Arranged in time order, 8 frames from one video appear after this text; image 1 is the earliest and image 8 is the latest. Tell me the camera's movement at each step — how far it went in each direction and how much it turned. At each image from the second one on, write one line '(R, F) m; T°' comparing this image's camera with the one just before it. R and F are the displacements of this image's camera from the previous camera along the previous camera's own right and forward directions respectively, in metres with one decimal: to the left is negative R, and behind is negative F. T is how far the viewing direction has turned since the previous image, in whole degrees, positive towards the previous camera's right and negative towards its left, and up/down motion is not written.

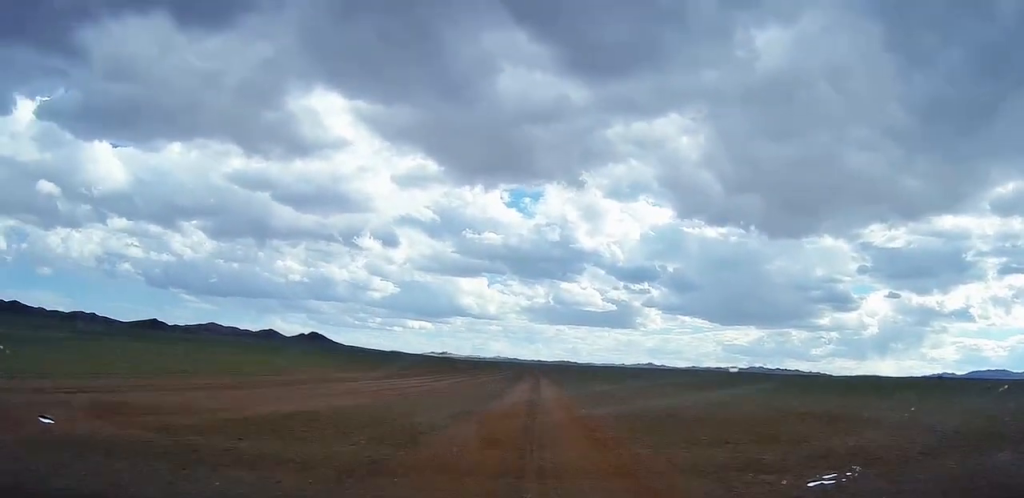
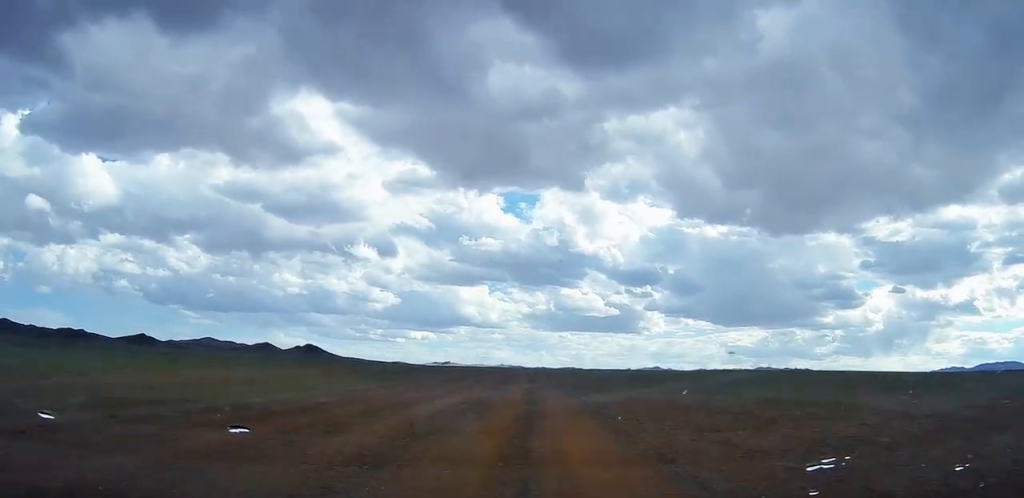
(+0.3, +106.5) m; -1°
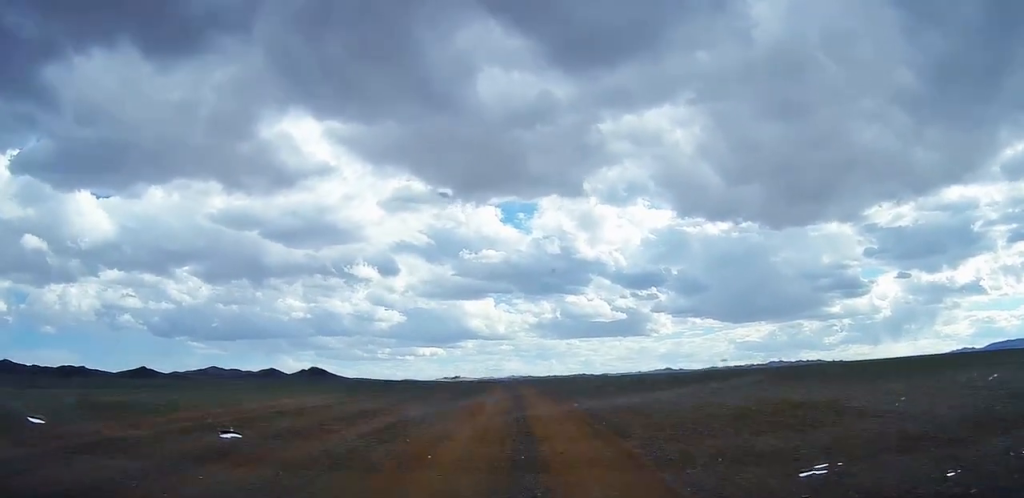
(-0.6, +46.5) m; -1°
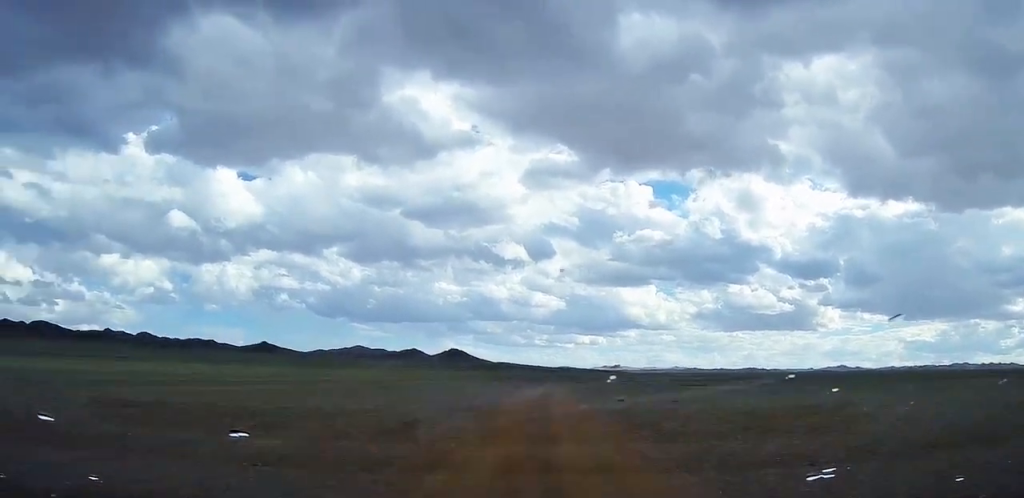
(-36.8, +509.1) m; -5°
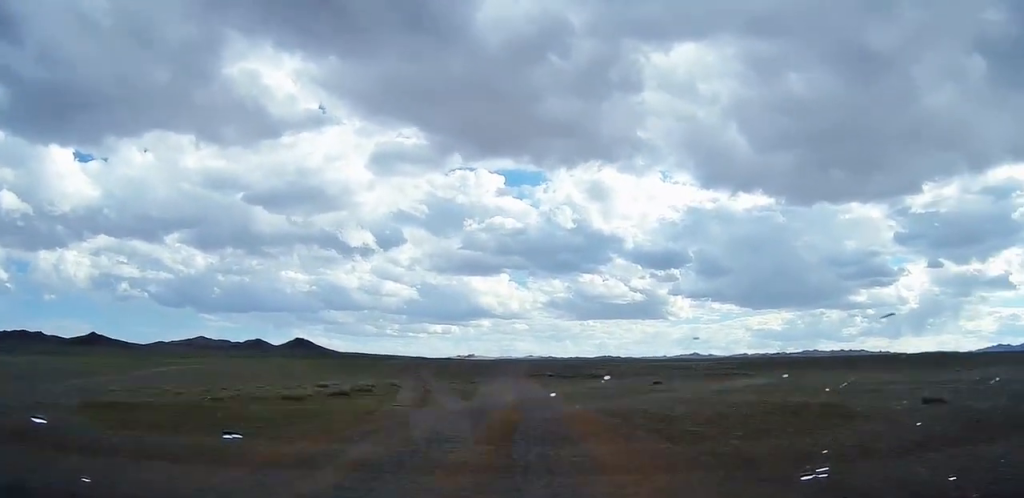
(+0.8, +160.4) m; +7°
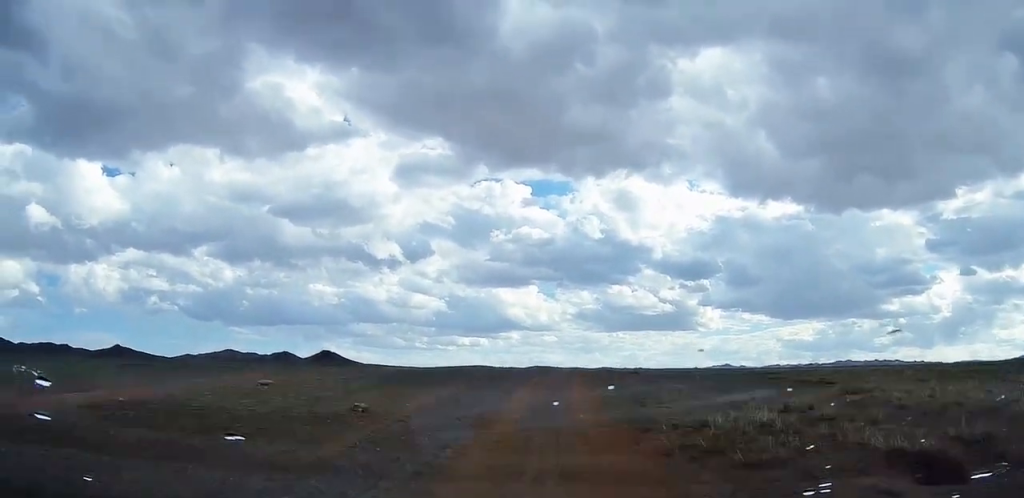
(+7.3, +51.9) m; +4°
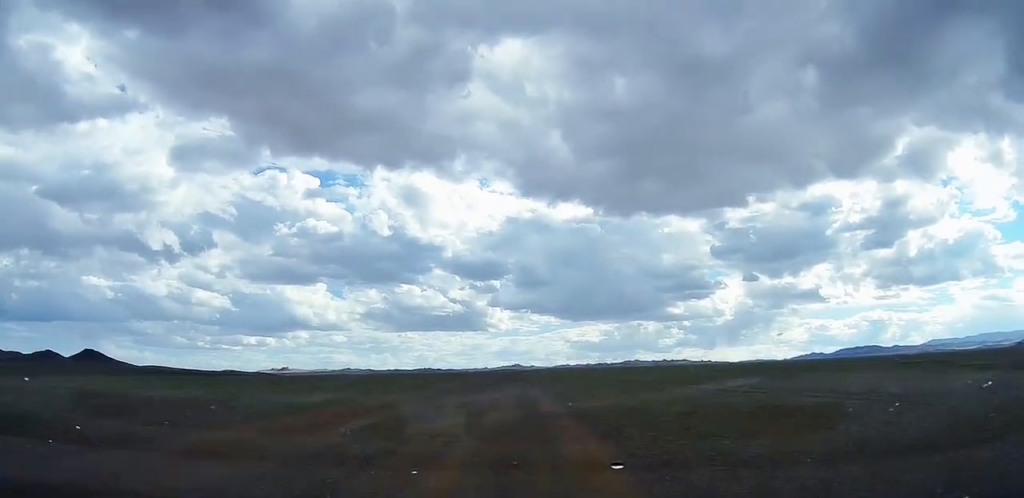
(+11.9, +146.7) m; +2°
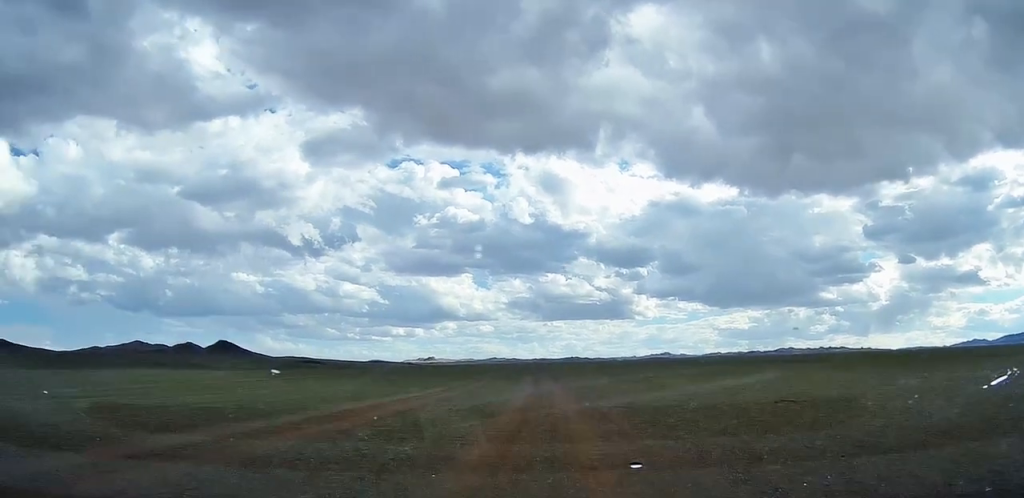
(-8.8, +179.9) m; -6°
